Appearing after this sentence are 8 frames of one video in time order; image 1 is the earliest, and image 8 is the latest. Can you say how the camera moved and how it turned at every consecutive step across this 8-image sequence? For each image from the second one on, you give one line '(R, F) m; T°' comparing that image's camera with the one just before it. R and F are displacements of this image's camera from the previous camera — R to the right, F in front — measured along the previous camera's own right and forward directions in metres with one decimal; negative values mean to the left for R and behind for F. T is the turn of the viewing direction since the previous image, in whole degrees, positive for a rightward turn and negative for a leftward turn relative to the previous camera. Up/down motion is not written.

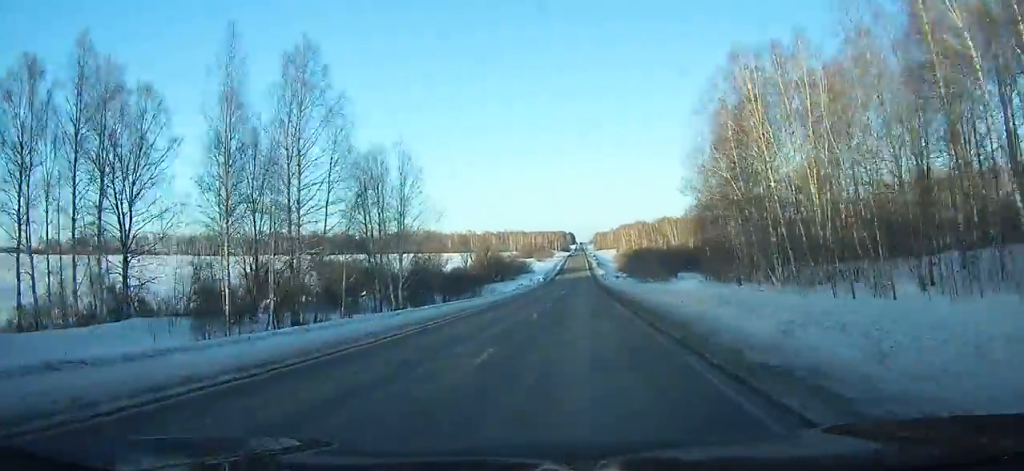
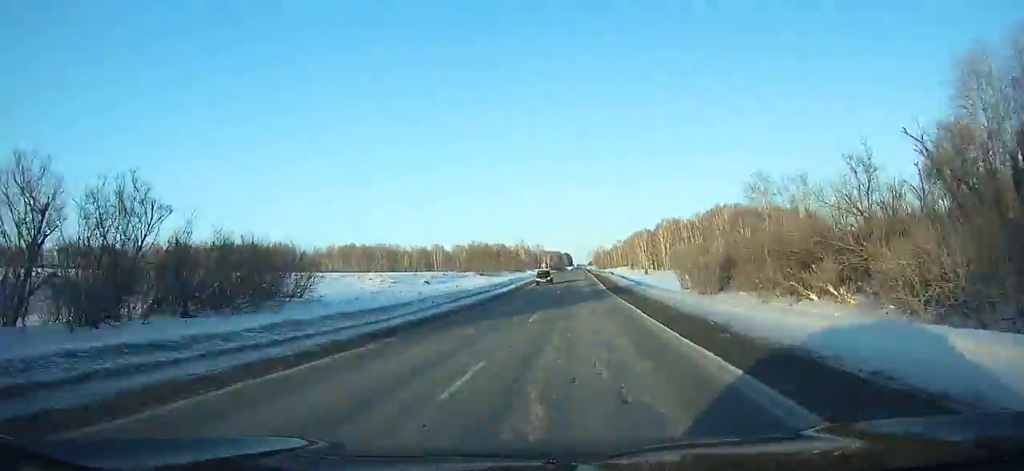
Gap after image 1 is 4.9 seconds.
(+0.5, +132.0) m; +1°
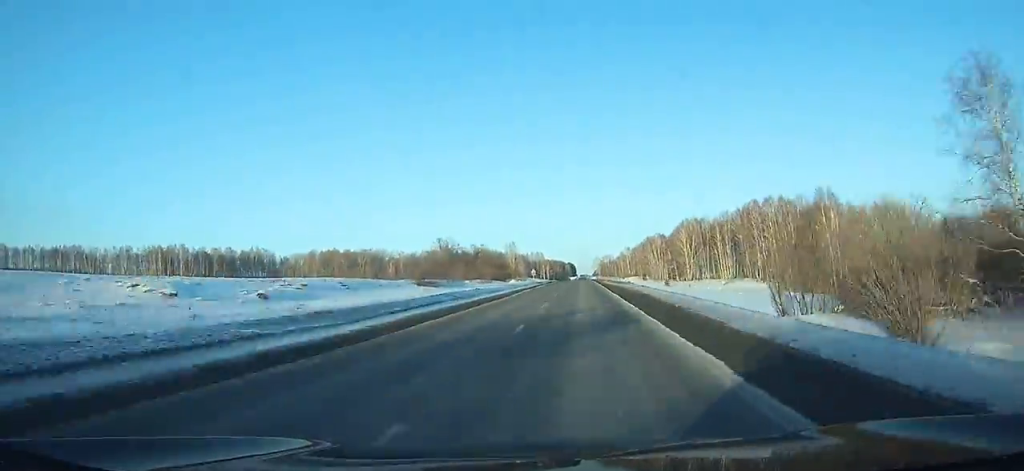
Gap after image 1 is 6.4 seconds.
(+0.2, +40.3) m; 0°
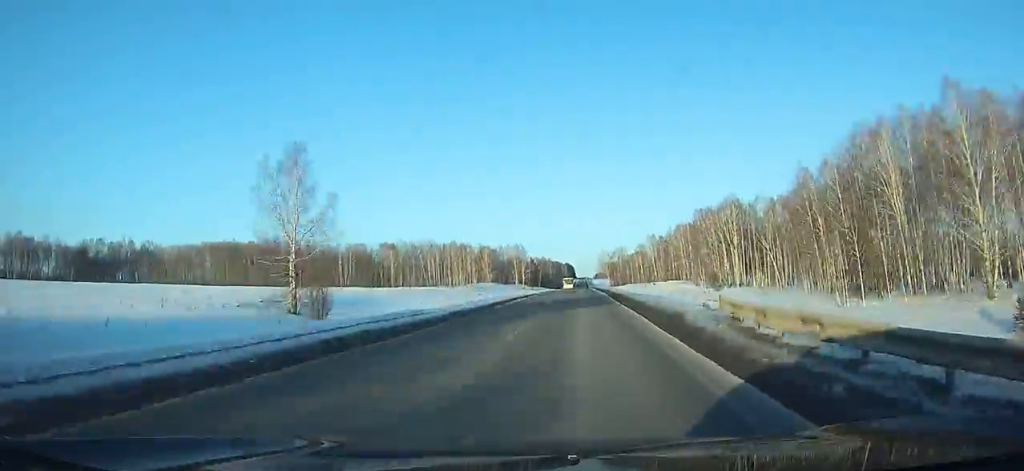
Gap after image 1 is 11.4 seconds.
(-0.3, +134.5) m; 0°
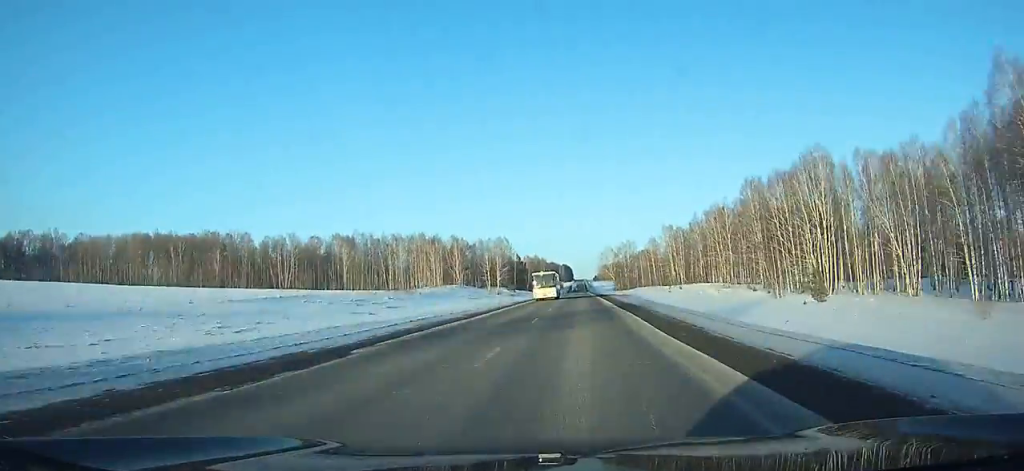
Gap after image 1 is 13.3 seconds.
(0.0, +51.3) m; 0°
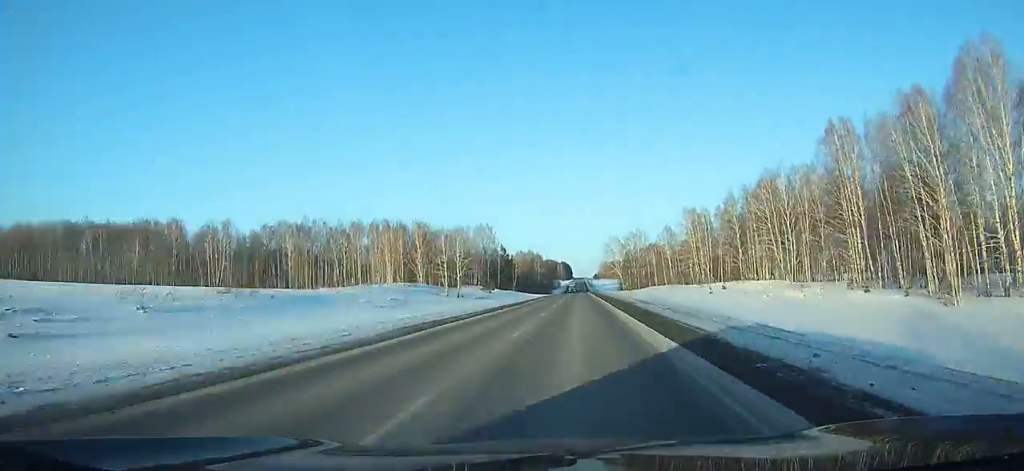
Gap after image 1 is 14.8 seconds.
(0.0, +40.5) m; 0°
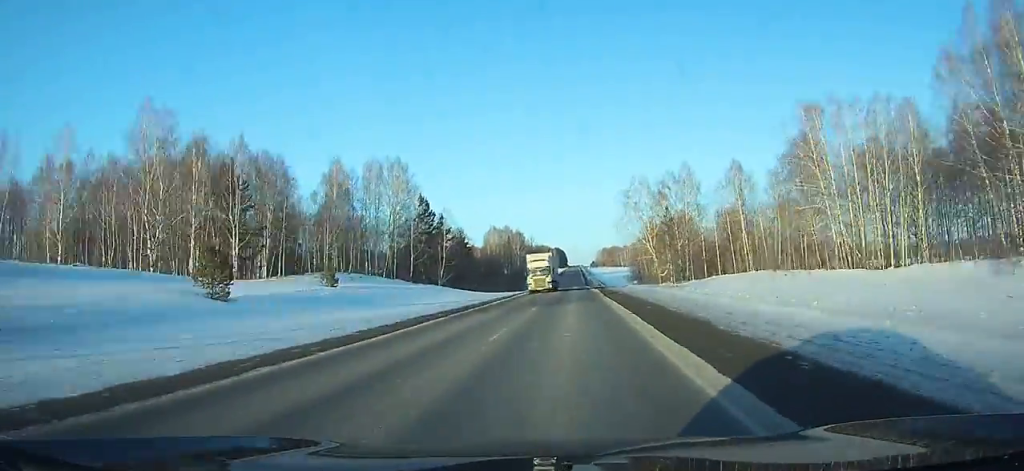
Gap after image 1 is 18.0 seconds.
(-0.3, +86.8) m; 0°
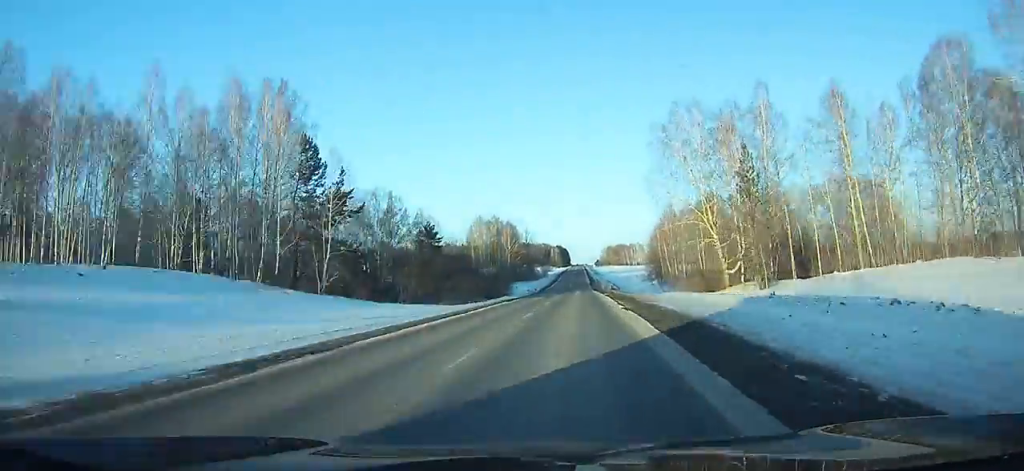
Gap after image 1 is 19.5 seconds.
(+0.1, +40.7) m; 0°
